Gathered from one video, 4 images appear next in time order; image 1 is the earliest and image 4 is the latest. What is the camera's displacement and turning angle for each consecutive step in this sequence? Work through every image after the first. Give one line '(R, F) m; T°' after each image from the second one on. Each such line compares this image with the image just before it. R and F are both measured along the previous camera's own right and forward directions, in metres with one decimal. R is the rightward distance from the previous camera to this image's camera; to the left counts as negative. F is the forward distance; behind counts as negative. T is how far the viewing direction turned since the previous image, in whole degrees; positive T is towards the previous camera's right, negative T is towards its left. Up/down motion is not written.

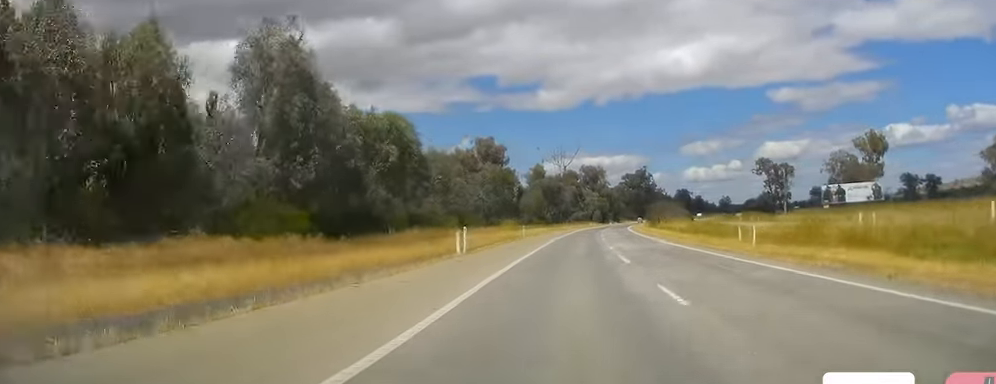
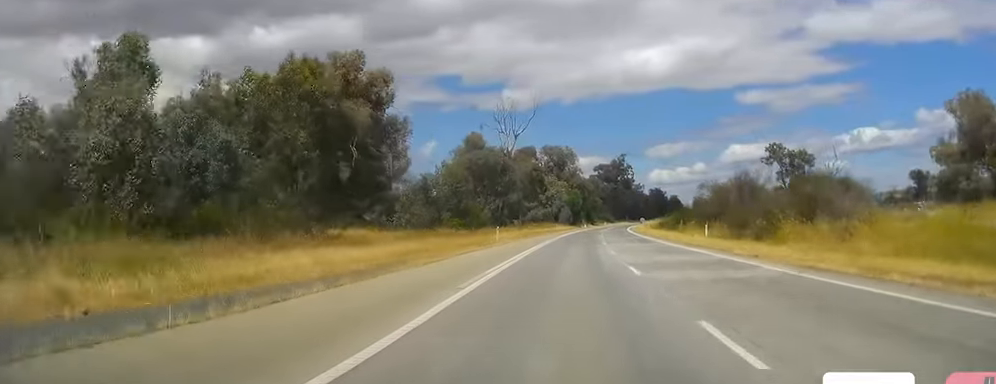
(+1.2, +76.5) m; +2°
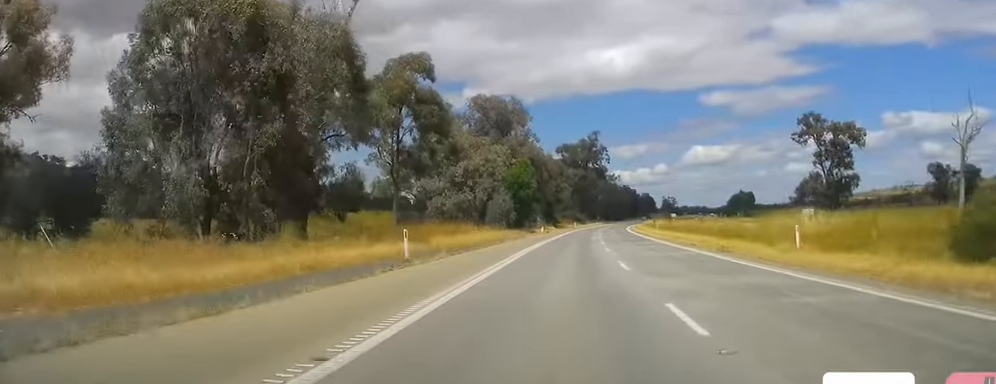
(+3.3, +82.5) m; +3°
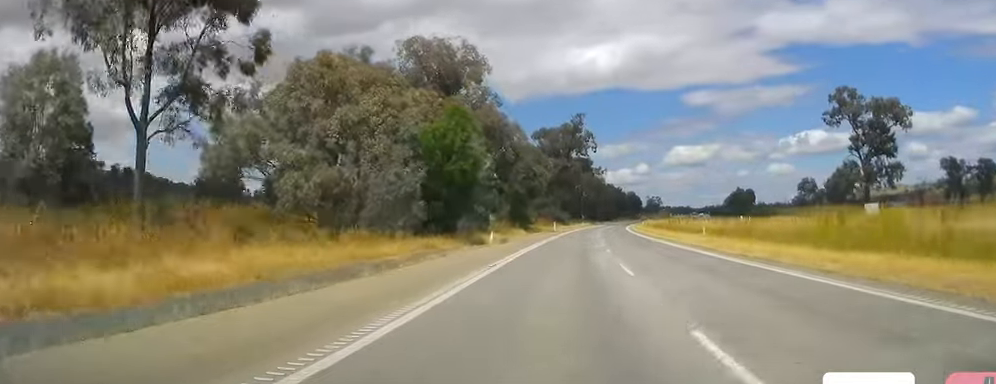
(-0.4, +39.4) m; +1°
